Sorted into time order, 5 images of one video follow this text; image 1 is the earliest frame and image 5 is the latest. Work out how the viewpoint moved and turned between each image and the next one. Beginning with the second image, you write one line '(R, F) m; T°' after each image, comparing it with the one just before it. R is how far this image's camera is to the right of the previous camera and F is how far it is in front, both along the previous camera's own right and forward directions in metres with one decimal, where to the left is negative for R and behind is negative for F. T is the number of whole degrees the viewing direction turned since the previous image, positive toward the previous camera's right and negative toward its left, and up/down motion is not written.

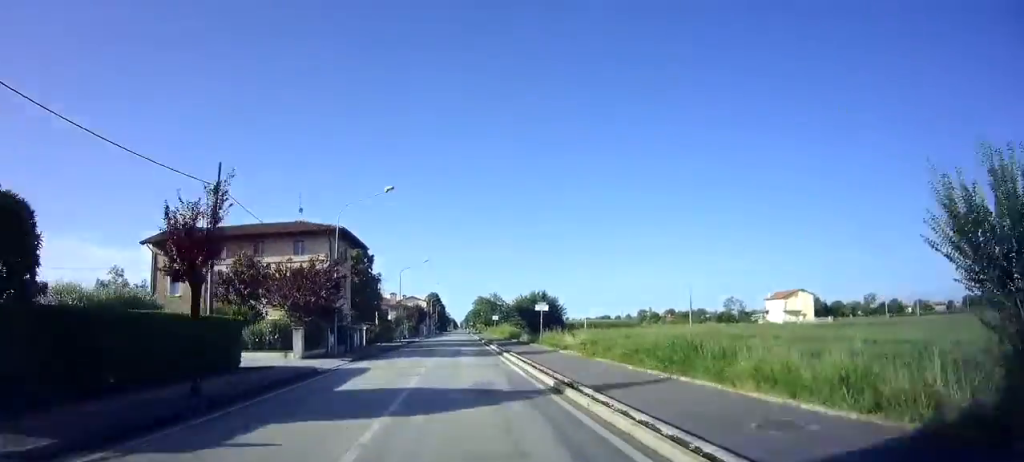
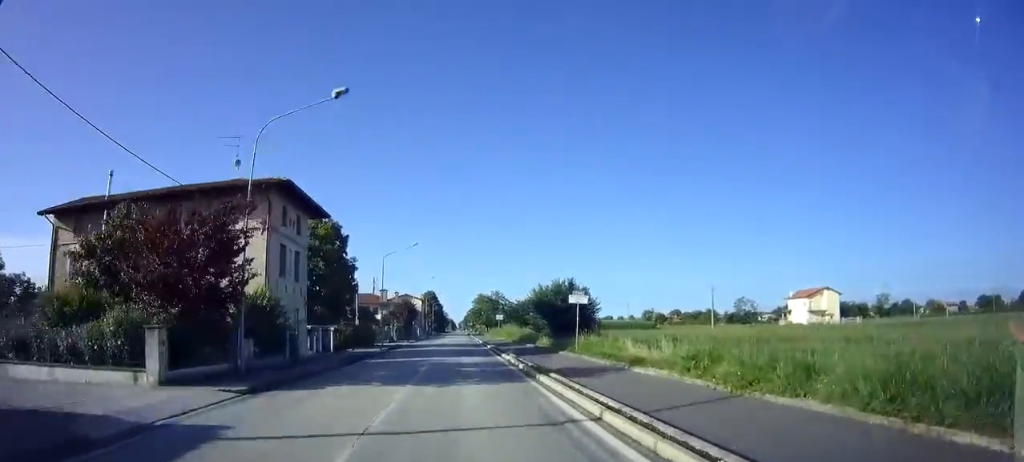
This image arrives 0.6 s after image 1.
(0.0, +12.6) m; 0°
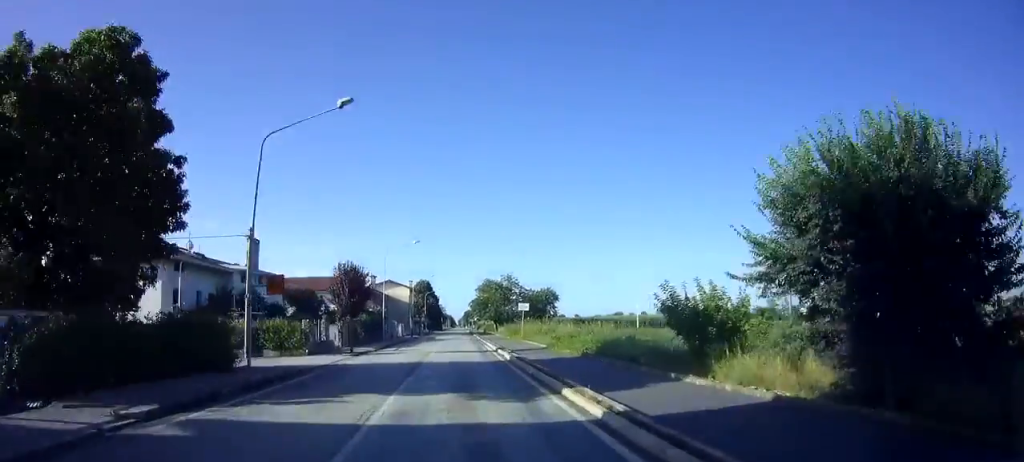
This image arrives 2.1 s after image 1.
(+0.1, +28.6) m; 0°
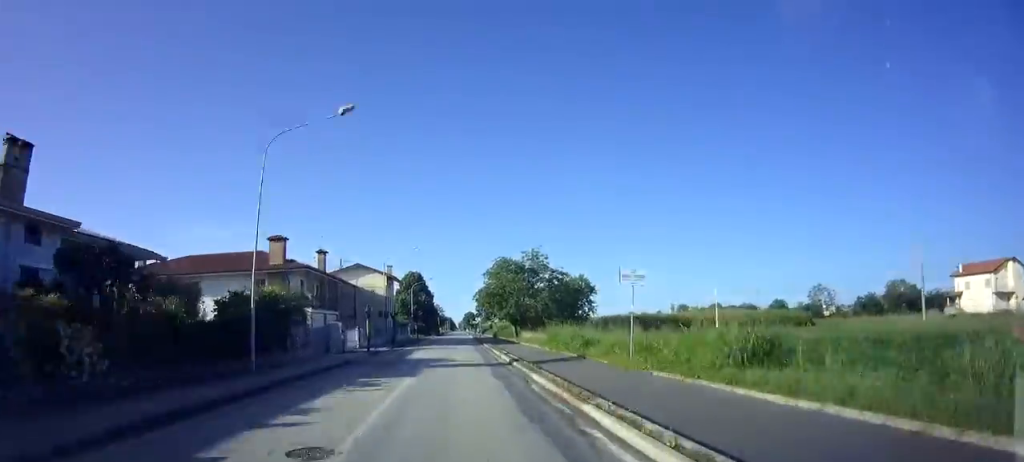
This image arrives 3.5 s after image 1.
(+0.1, +29.5) m; 0°
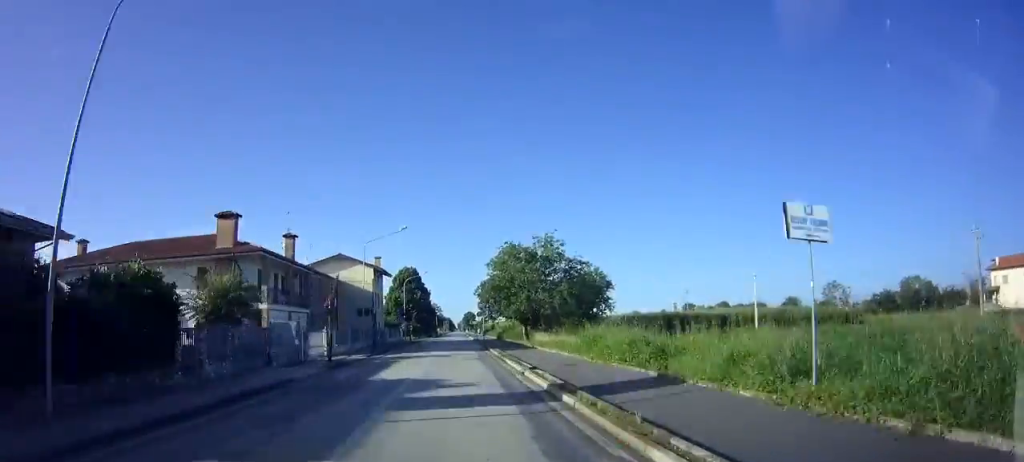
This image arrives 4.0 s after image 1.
(0.0, +9.4) m; 0°
